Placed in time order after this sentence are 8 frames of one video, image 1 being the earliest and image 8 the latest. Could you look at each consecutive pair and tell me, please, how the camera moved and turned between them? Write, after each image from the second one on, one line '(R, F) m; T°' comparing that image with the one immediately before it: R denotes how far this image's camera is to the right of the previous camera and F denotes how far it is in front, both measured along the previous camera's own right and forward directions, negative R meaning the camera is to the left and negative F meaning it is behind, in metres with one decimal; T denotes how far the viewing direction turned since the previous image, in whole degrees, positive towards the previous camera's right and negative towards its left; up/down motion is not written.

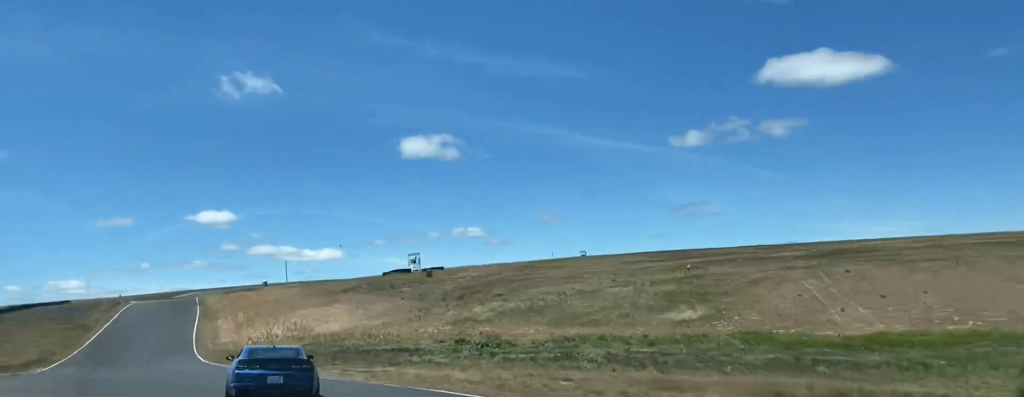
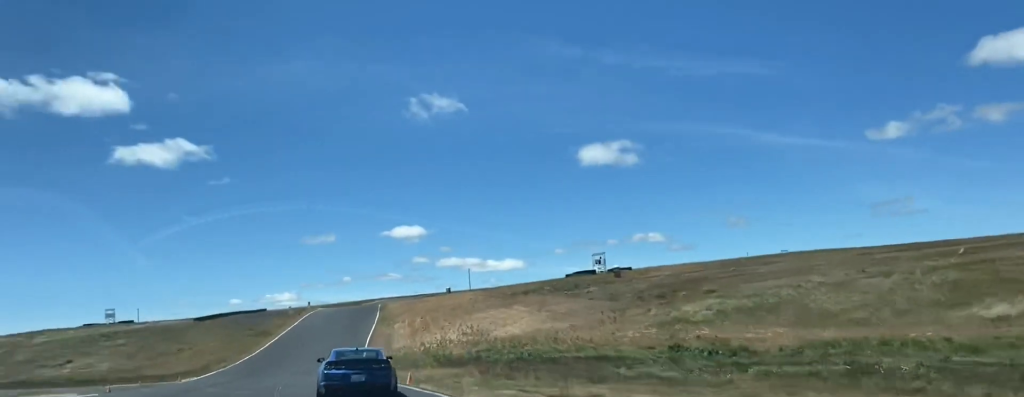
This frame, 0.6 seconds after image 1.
(-2.5, +15.3) m; -10°
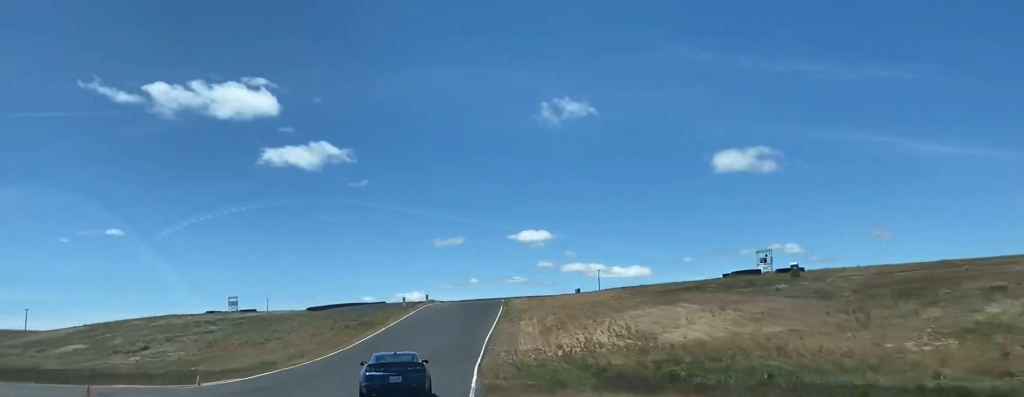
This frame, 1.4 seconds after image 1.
(-2.4, +23.2) m; -8°
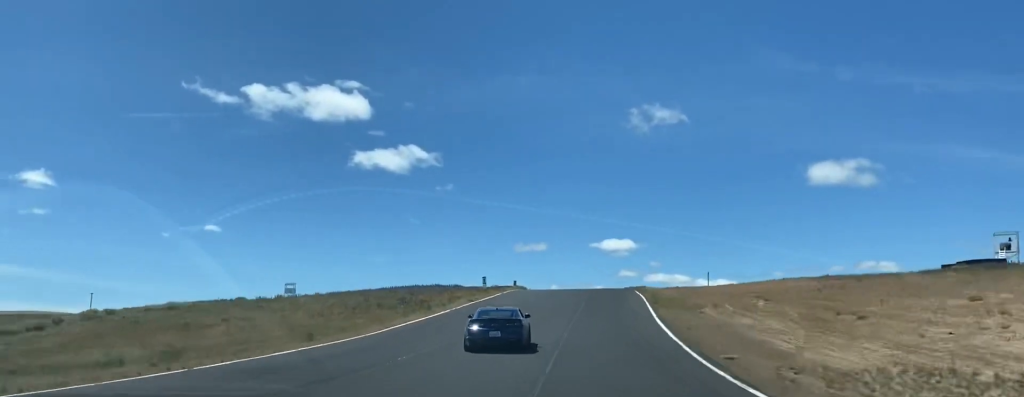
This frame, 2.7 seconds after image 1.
(-2.3, +39.2) m; -4°
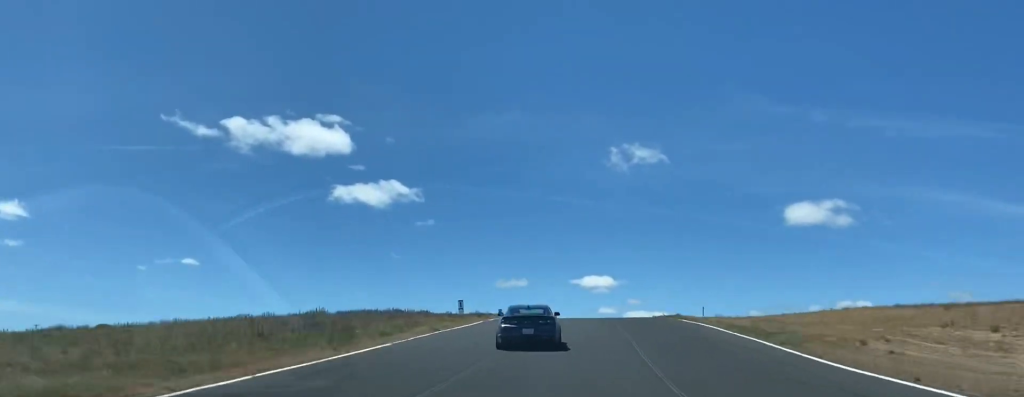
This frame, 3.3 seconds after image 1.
(-0.1, +20.4) m; 0°
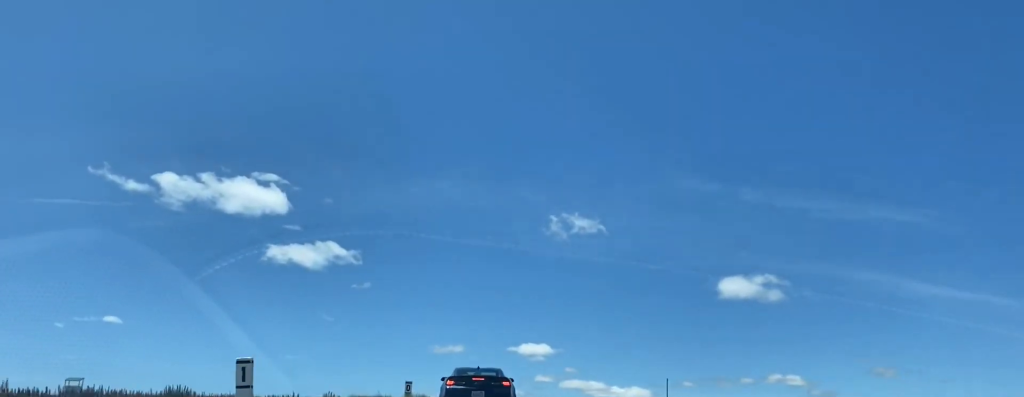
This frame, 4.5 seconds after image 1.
(+0.5, +35.5) m; +2°
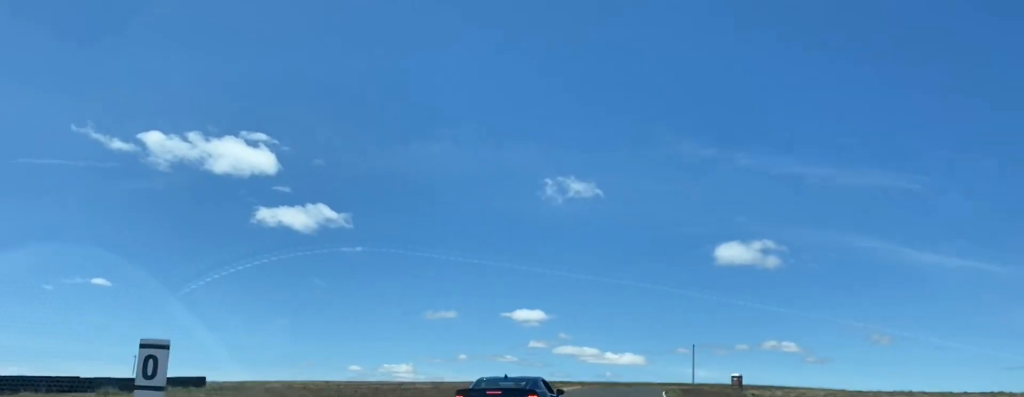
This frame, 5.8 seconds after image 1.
(+0.8, +36.9) m; +3°
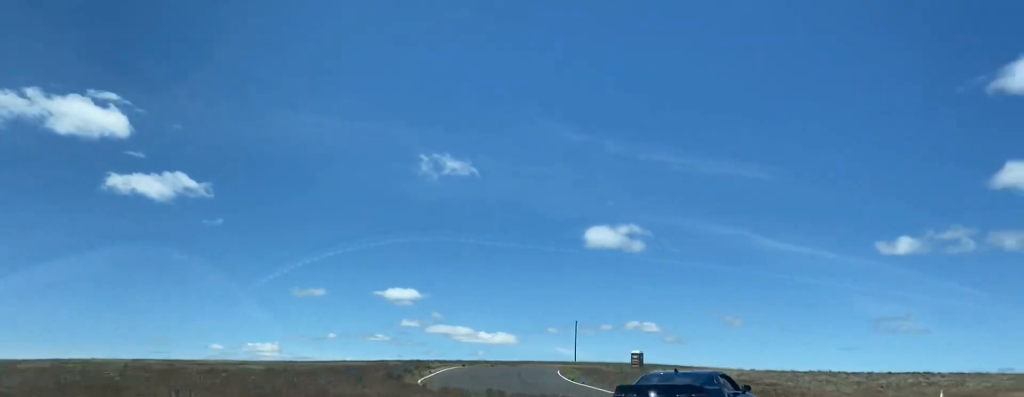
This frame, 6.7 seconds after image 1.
(+0.5, +20.6) m; +11°
